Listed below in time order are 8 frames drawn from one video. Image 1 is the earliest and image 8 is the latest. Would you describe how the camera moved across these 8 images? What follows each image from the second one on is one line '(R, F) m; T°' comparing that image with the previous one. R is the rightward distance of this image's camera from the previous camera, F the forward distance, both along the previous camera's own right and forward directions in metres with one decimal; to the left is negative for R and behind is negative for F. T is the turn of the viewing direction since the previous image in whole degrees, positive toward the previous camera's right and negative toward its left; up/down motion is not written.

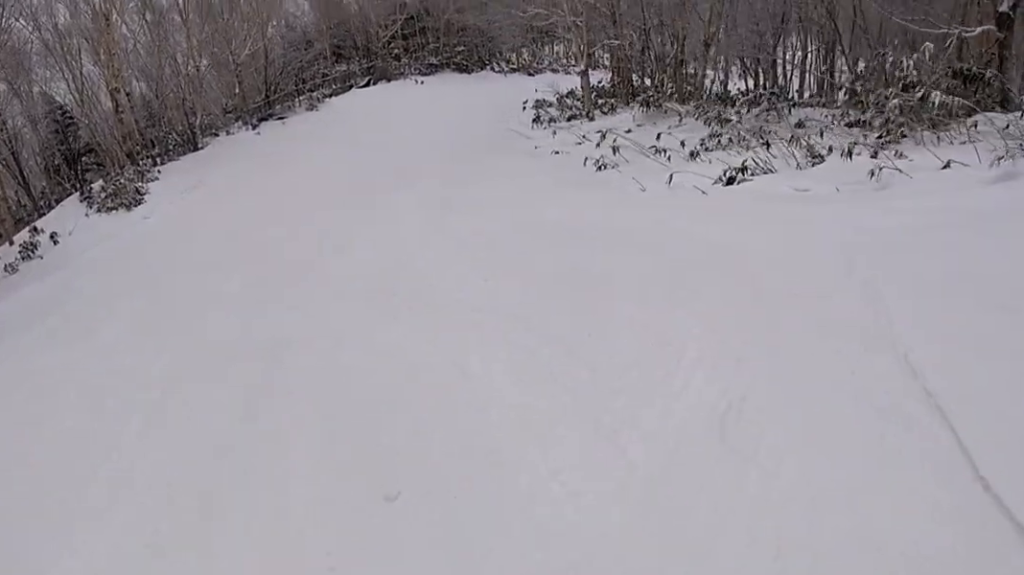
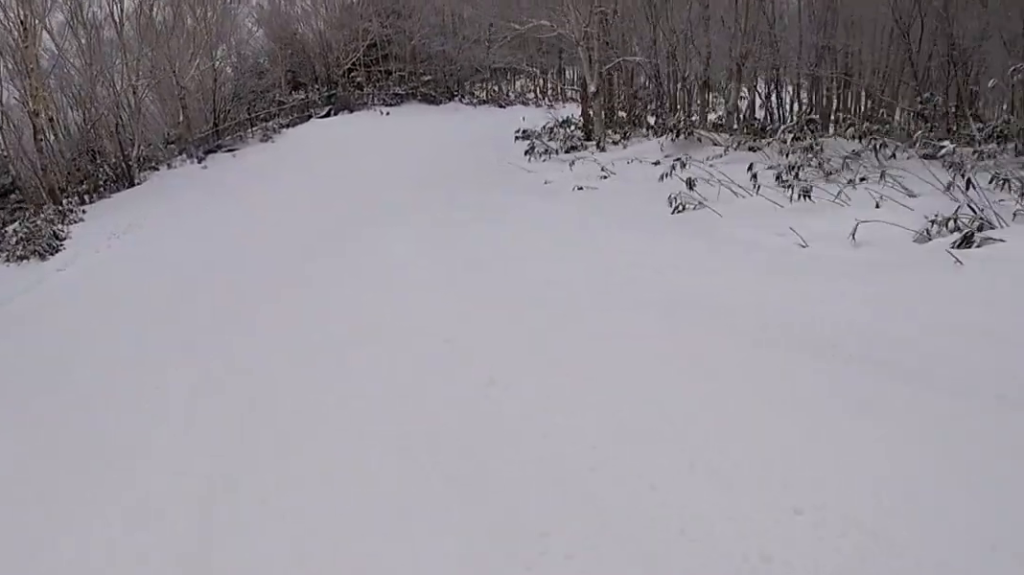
(0.0, +4.8) m; +12°
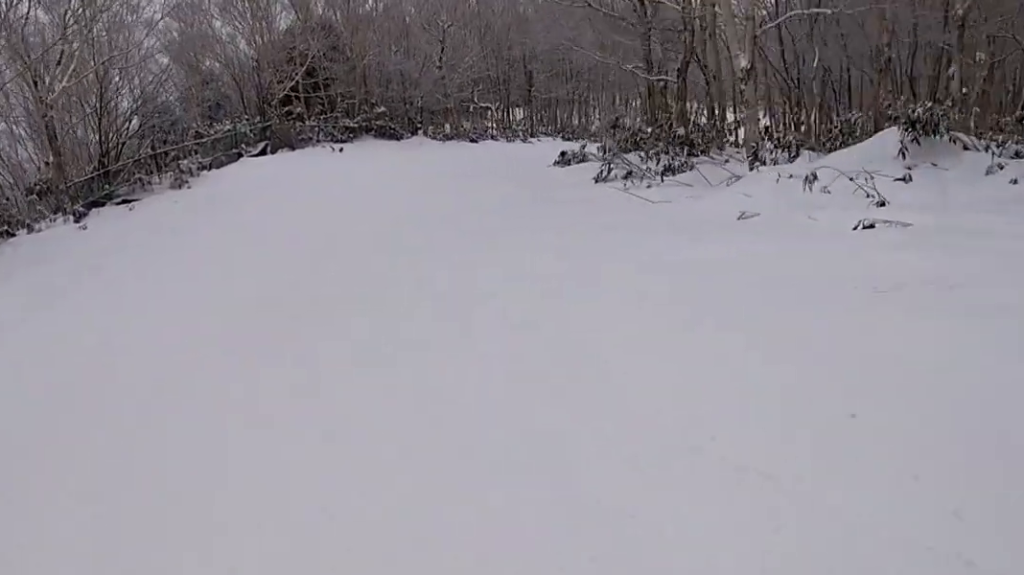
(+1.8, +9.2) m; +14°
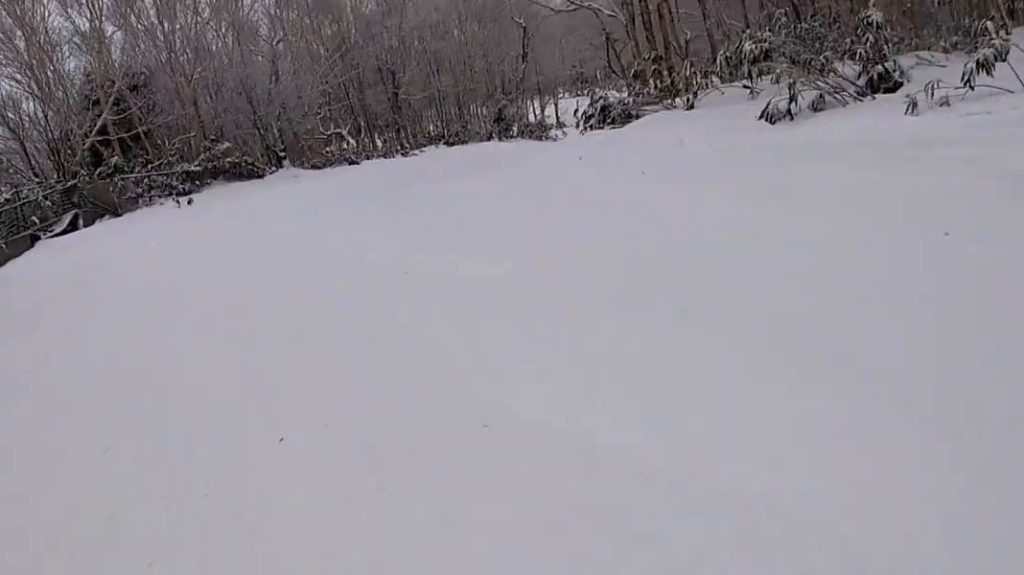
(+0.3, +8.2) m; +12°
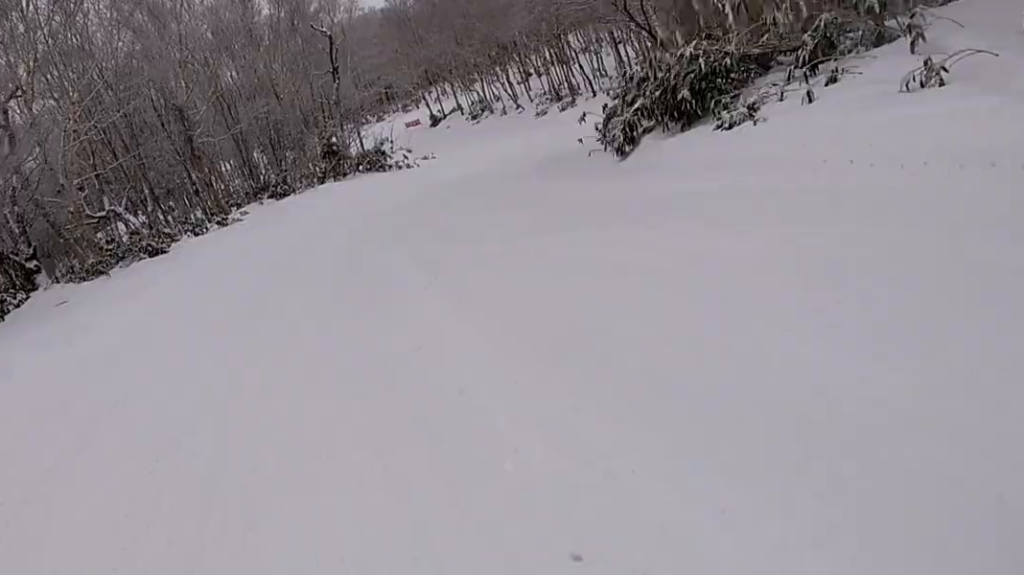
(+2.2, +9.9) m; +25°
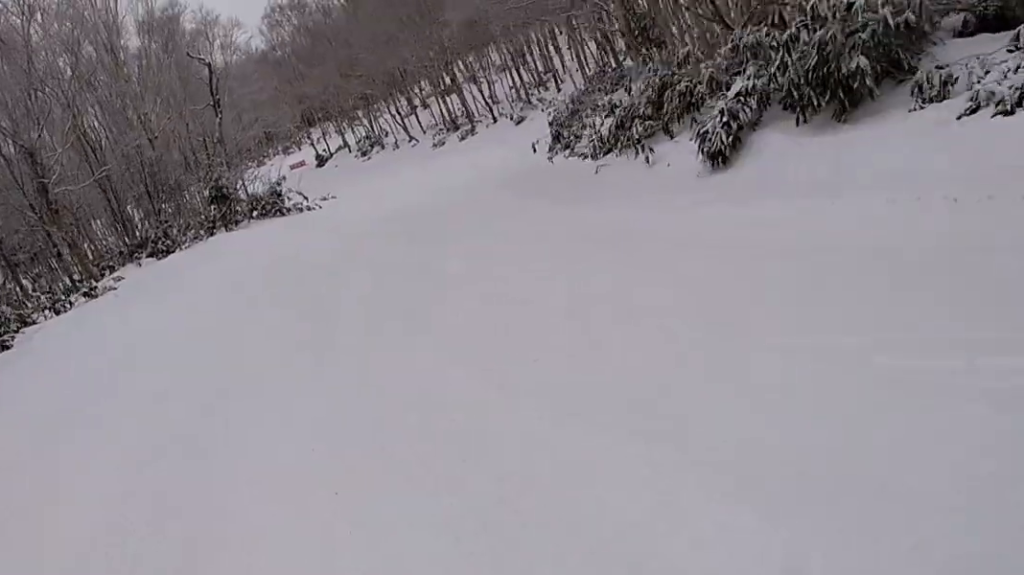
(+0.7, +4.5) m; +9°
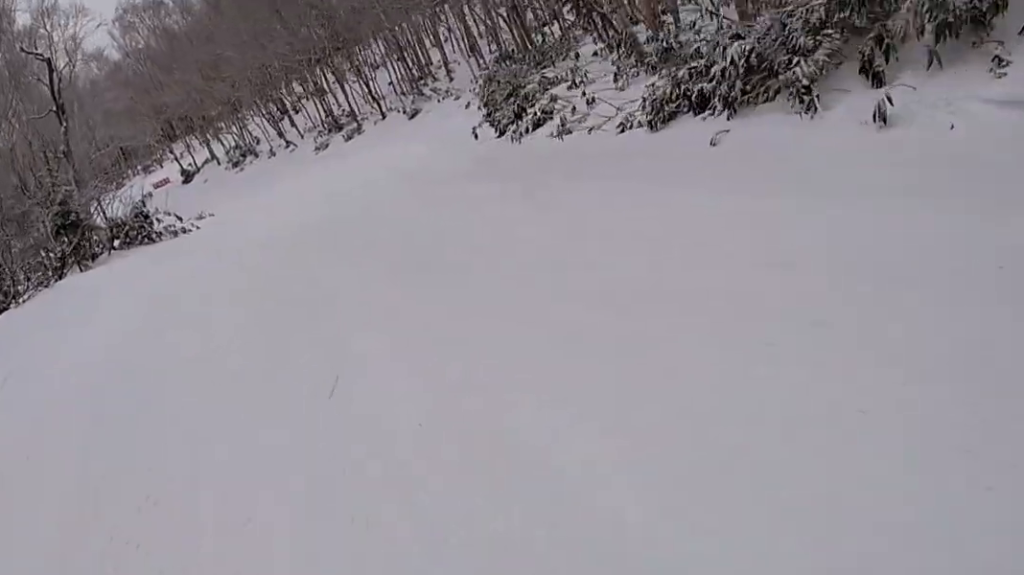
(+0.4, +5.2) m; +5°
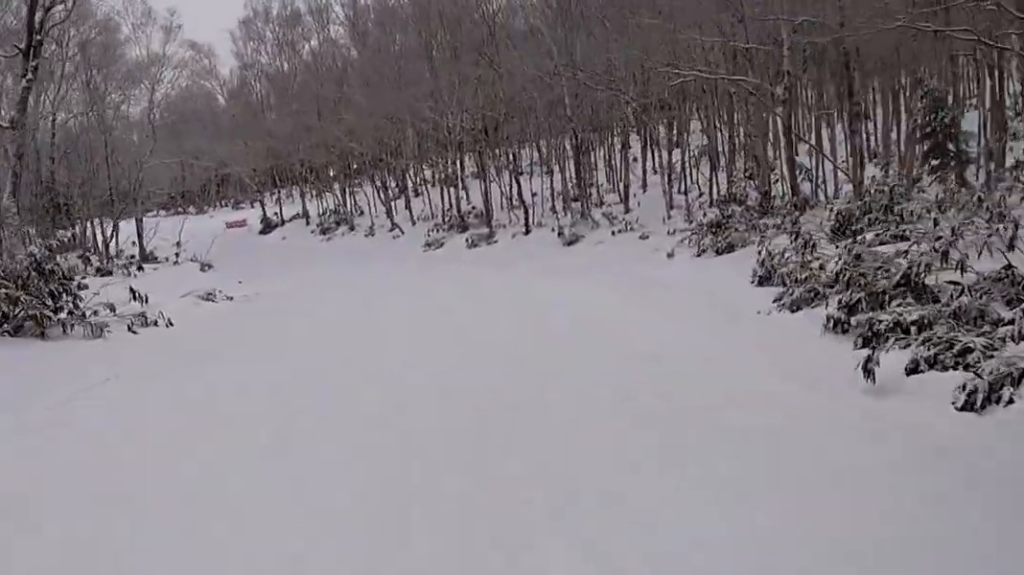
(+0.7, +12.1) m; -2°
